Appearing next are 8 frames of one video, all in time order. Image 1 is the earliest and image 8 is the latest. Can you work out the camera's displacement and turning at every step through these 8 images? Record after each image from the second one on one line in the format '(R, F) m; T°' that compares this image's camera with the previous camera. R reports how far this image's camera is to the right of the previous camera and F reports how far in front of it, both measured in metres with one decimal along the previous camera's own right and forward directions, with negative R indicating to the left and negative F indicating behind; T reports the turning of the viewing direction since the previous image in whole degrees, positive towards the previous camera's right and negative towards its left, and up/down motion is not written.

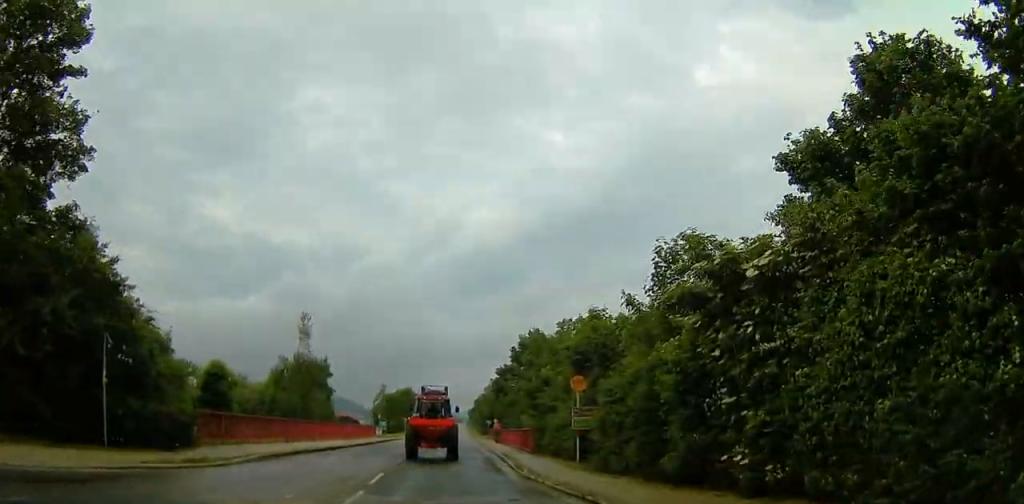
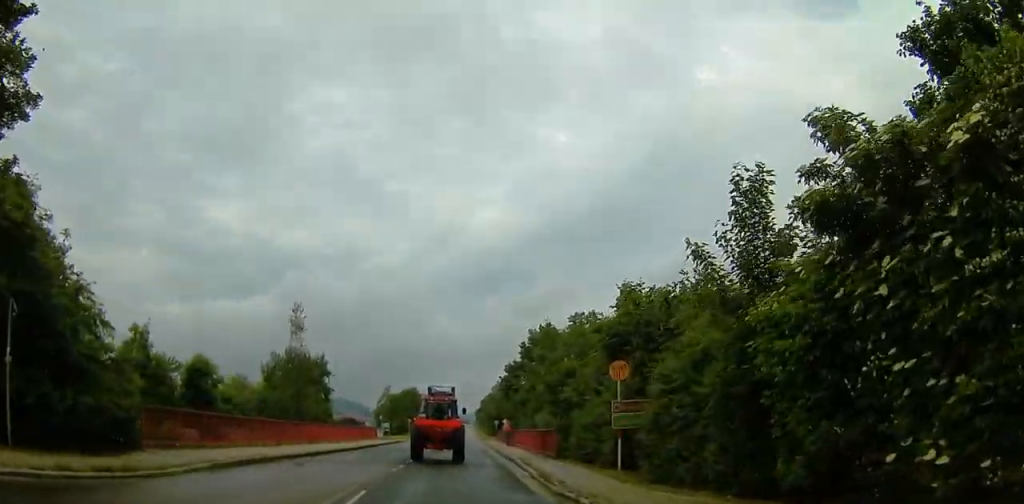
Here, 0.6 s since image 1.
(+0.7, +4.4) m; +5°
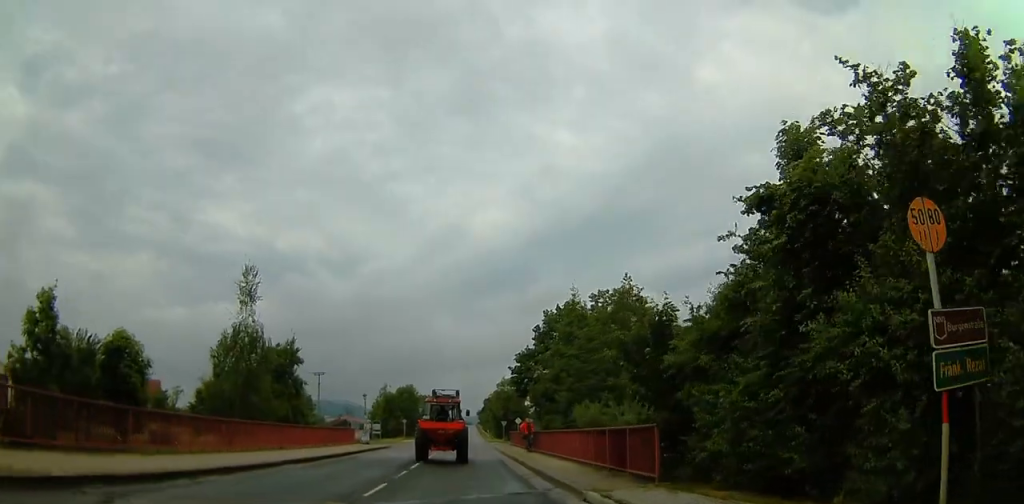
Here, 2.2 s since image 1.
(+0.7, +12.7) m; -6°
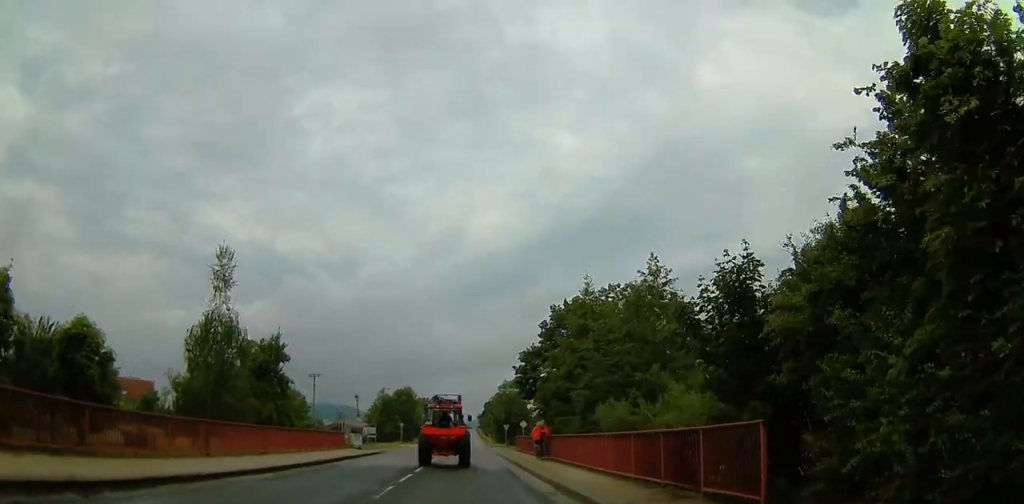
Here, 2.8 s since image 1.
(-0.2, +4.7) m; -2°
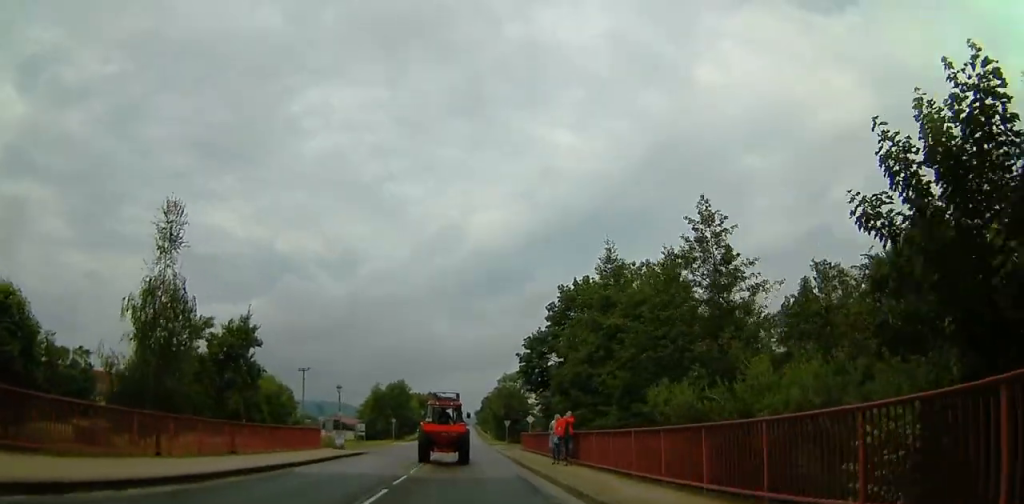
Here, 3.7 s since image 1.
(-0.1, +6.3) m; -1°
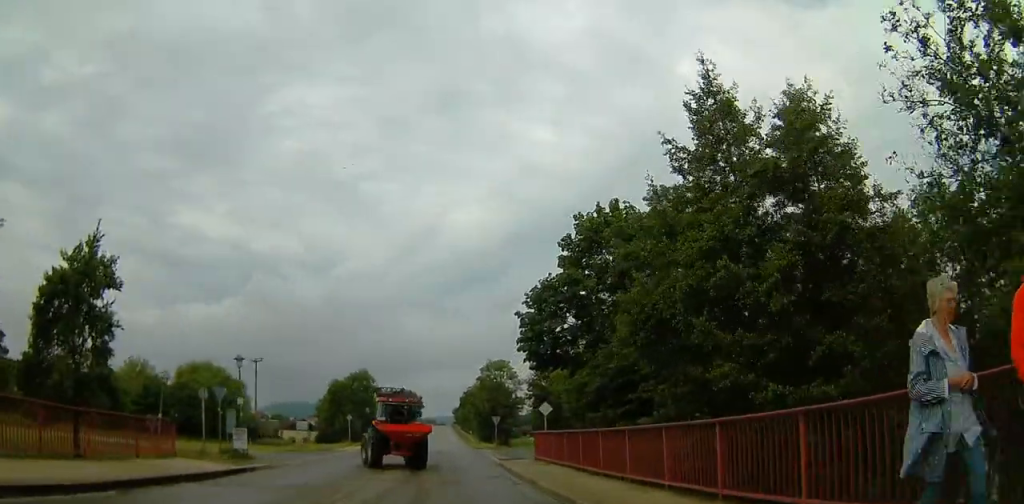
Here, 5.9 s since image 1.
(0.0, +15.1) m; 0°
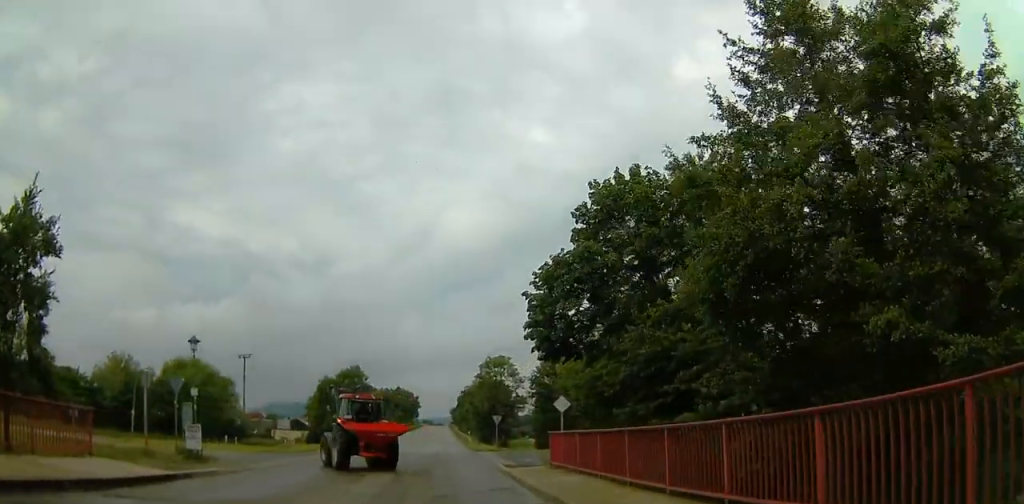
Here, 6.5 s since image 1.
(0.0, +4.1) m; 0°
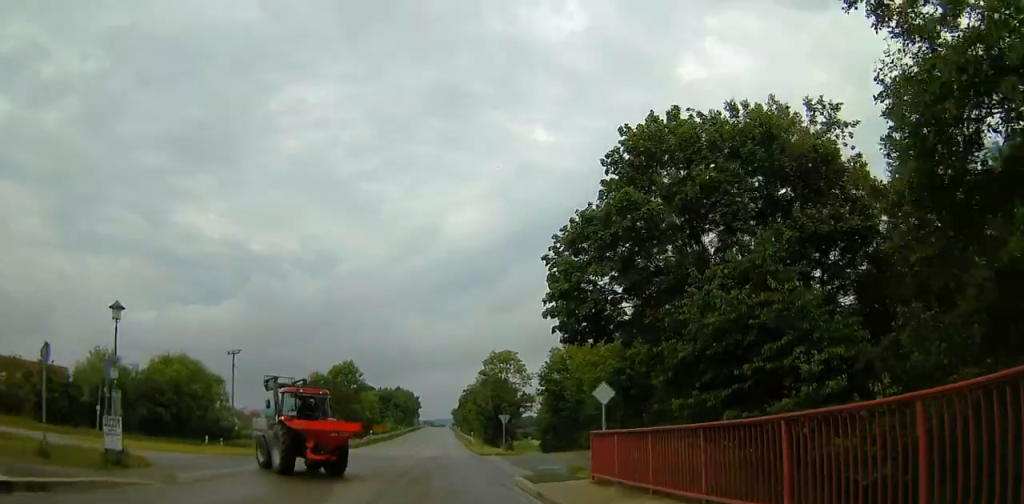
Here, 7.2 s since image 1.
(0.0, +4.9) m; 0°
